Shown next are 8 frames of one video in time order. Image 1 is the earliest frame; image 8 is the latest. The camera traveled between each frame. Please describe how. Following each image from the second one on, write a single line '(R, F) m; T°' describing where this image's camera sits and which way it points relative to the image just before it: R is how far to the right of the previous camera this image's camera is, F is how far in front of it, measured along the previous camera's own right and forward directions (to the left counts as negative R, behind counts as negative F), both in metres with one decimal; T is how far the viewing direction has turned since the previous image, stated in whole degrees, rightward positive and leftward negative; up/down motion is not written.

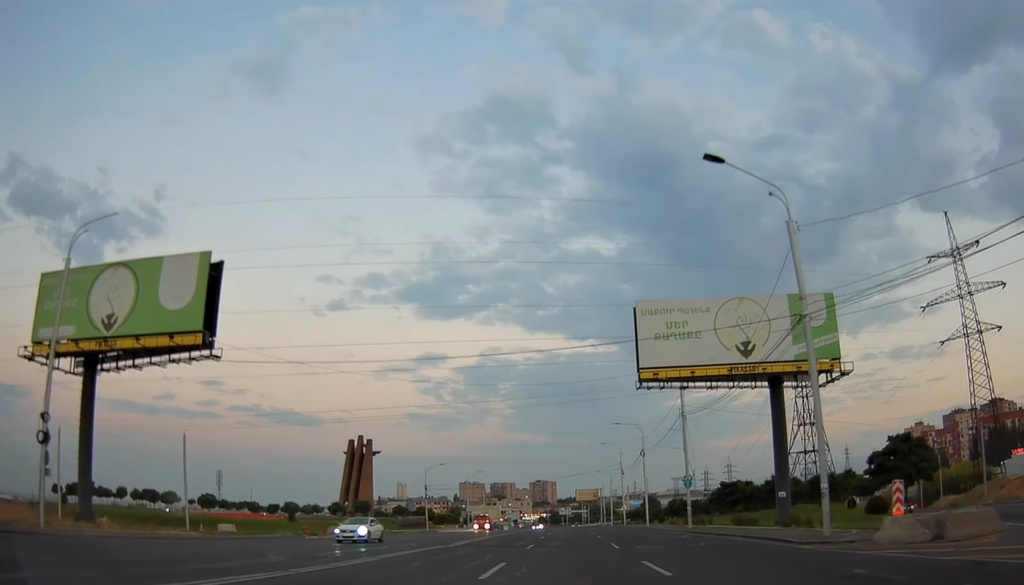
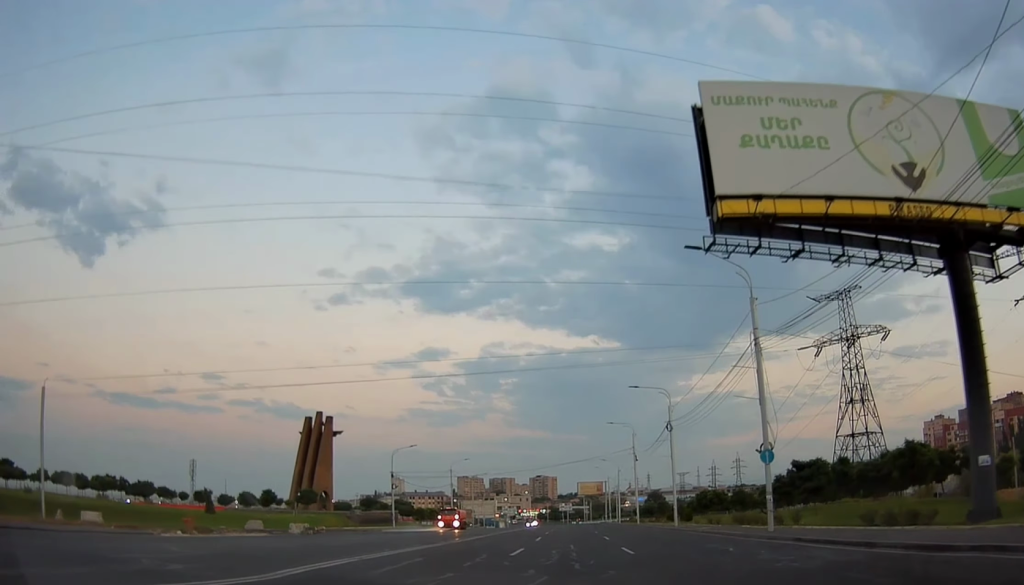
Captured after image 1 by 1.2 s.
(-0.3, +21.6) m; 0°
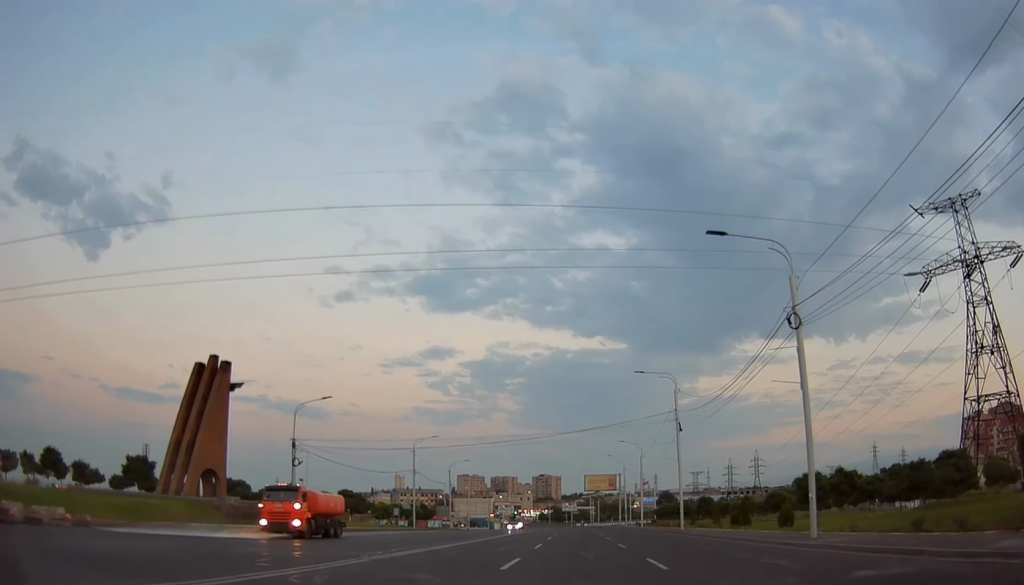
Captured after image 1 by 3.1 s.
(+0.5, +33.8) m; 0°
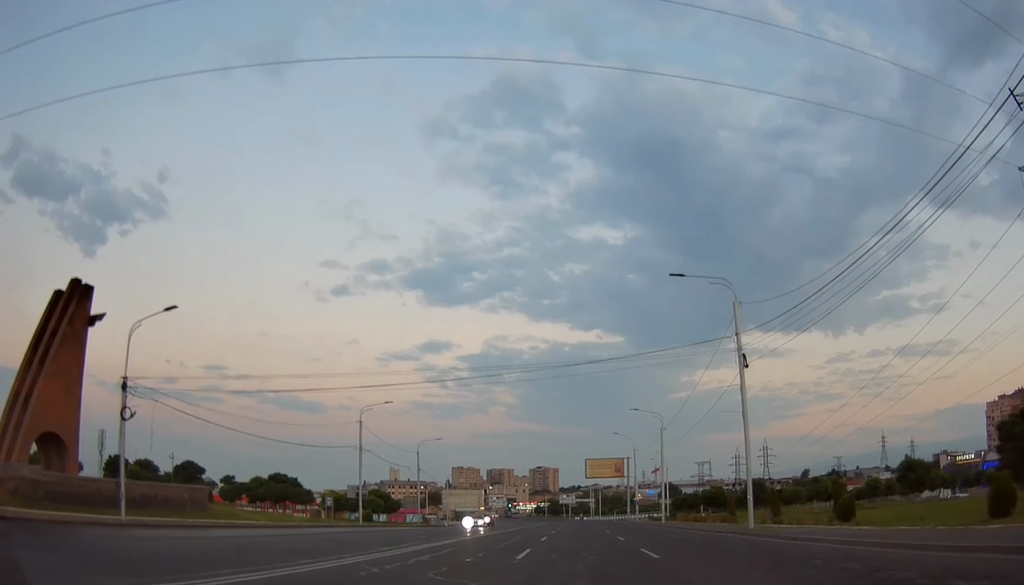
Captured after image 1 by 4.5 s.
(-0.3, +23.7) m; -1°
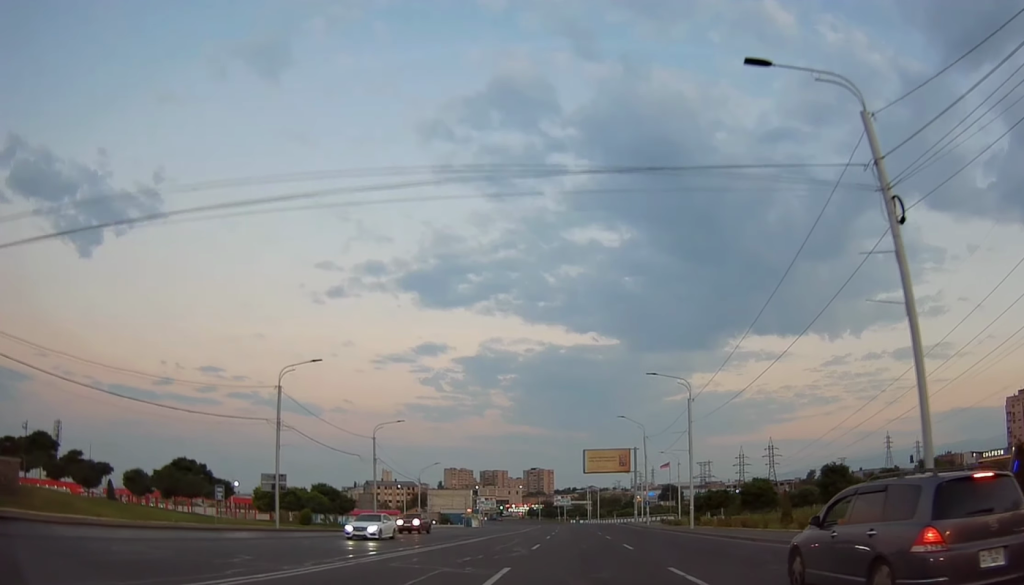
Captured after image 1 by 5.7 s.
(0.0, +19.9) m; +2°
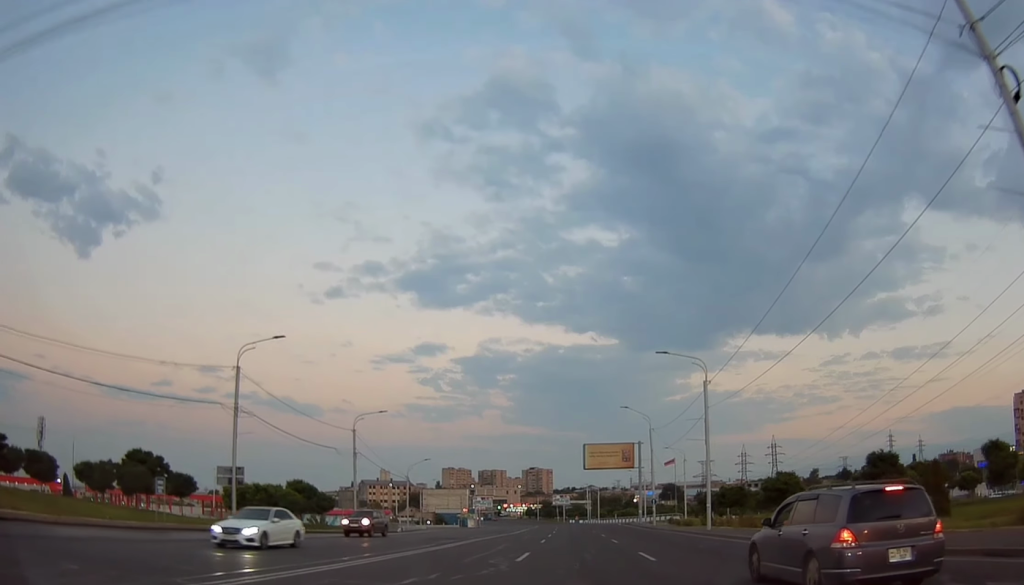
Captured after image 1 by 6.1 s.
(+0.2, +6.9) m; 0°
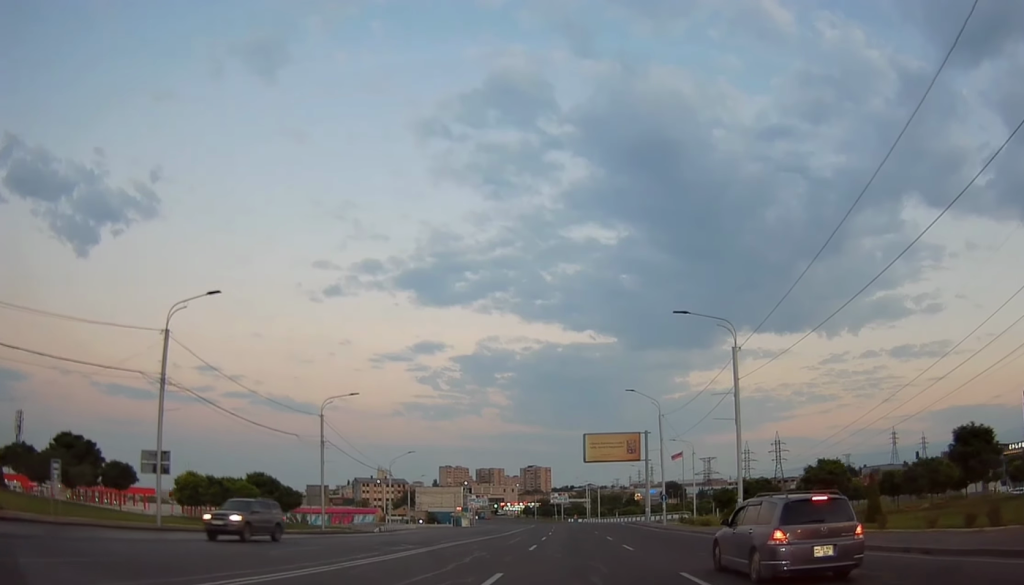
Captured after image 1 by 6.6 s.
(+0.3, +9.0) m; 0°
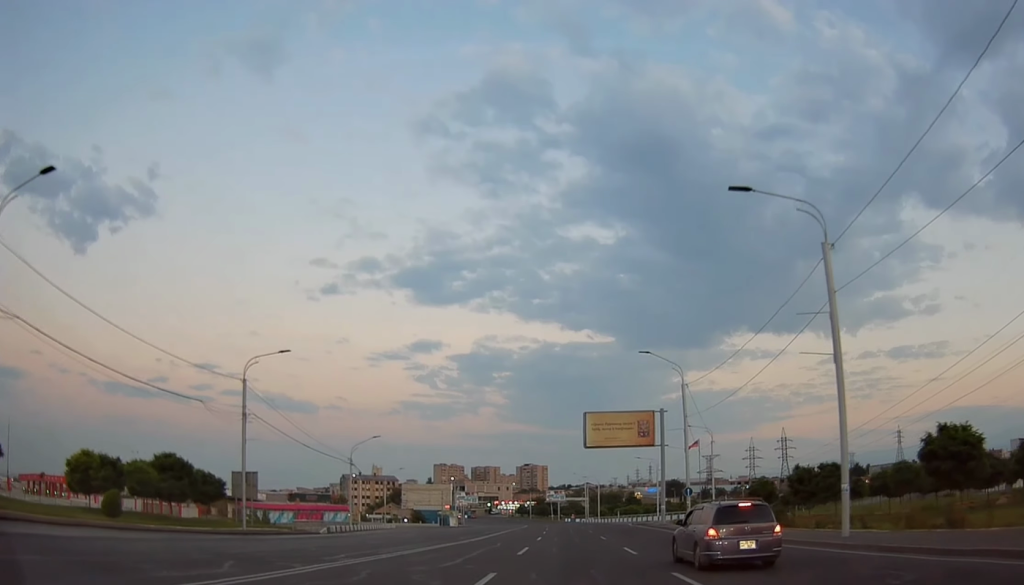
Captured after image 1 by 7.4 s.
(-0.4, +14.9) m; 0°
